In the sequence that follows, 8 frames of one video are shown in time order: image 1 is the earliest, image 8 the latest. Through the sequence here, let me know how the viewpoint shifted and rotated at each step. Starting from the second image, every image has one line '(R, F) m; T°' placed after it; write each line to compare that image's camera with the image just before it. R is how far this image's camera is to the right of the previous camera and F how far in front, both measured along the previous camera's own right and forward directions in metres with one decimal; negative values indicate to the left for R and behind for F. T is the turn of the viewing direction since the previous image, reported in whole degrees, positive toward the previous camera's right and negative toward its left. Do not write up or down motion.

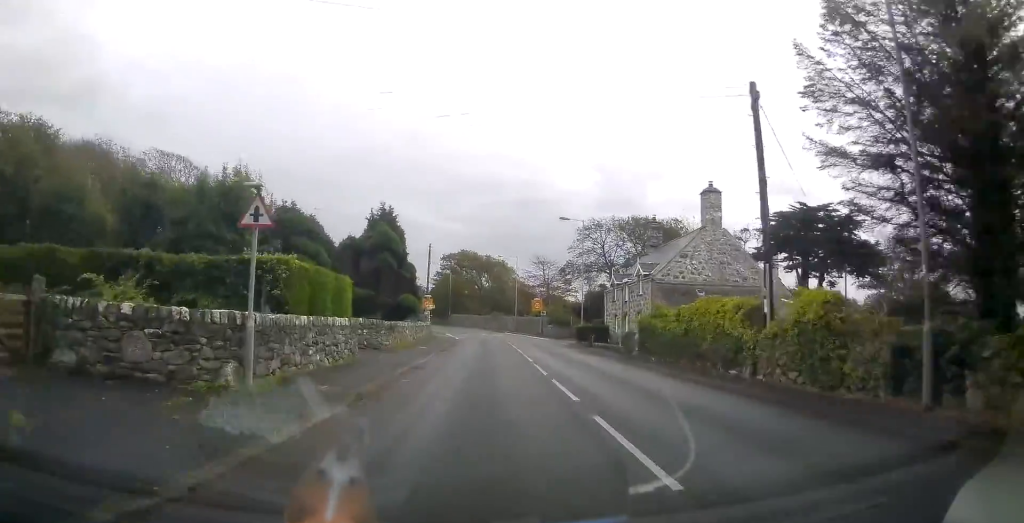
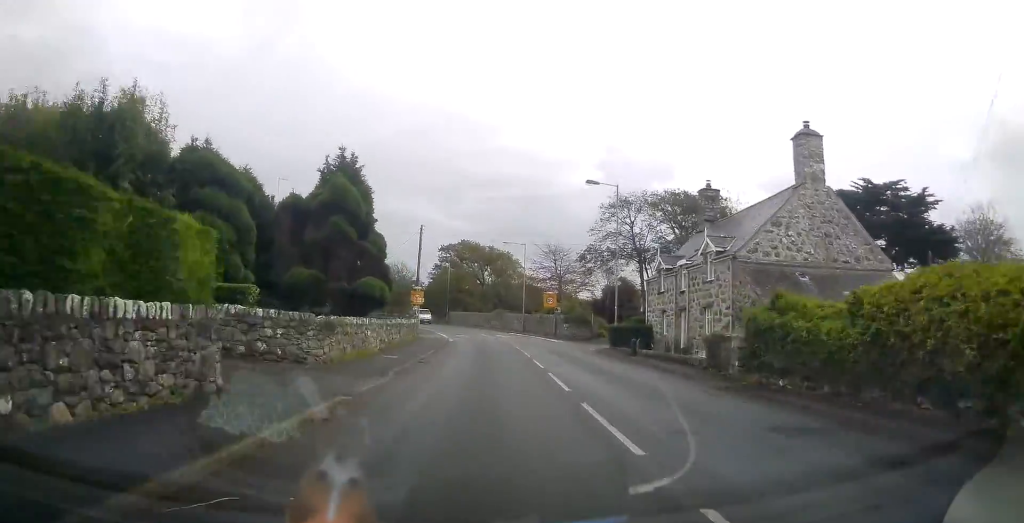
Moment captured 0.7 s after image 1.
(0.0, +10.6) m; 0°
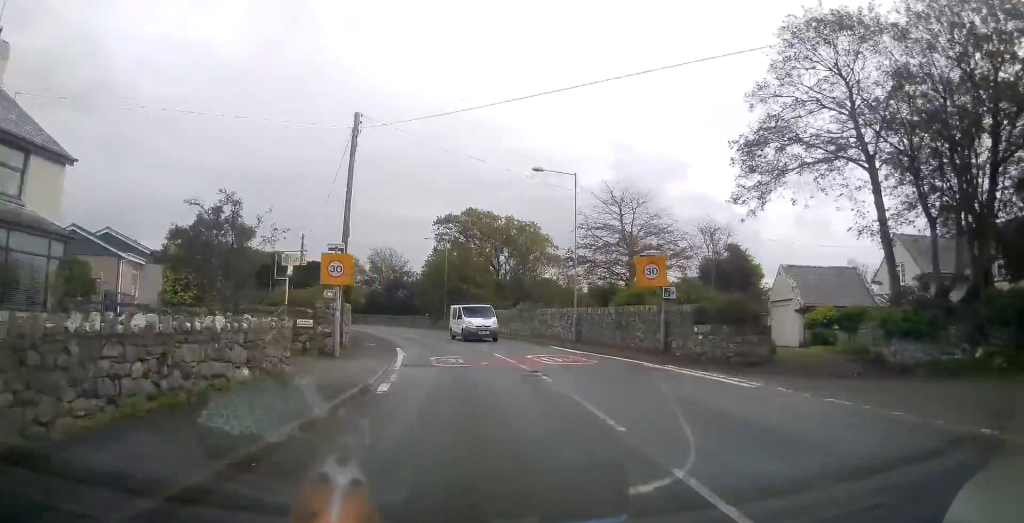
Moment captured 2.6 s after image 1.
(-0.2, +29.8) m; -1°
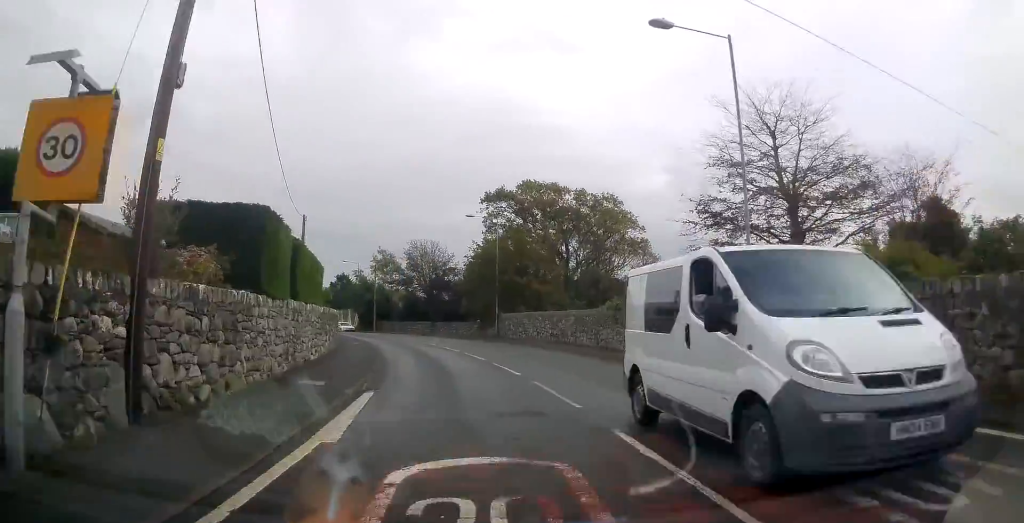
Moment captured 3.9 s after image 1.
(-0.2, +16.5) m; -4°
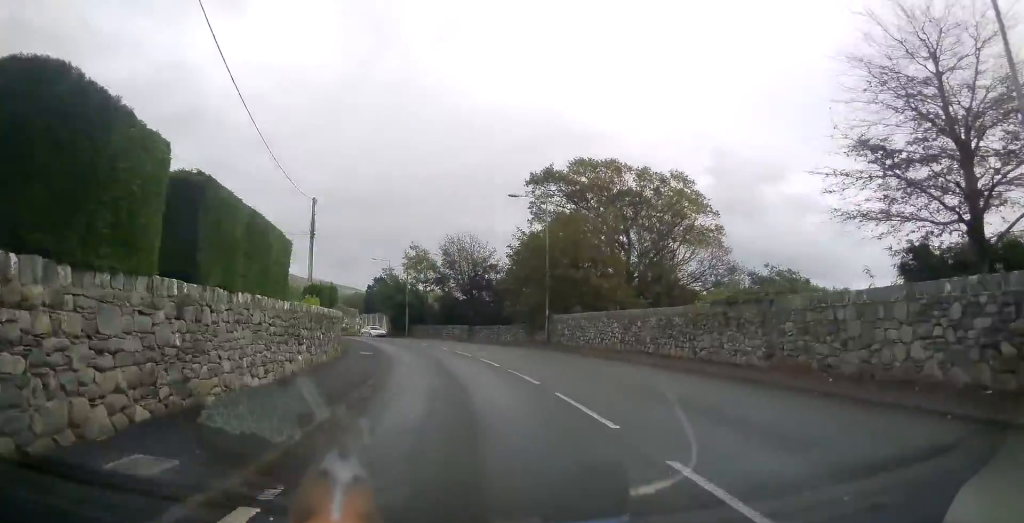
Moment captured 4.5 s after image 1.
(-0.2, +7.9) m; -3°
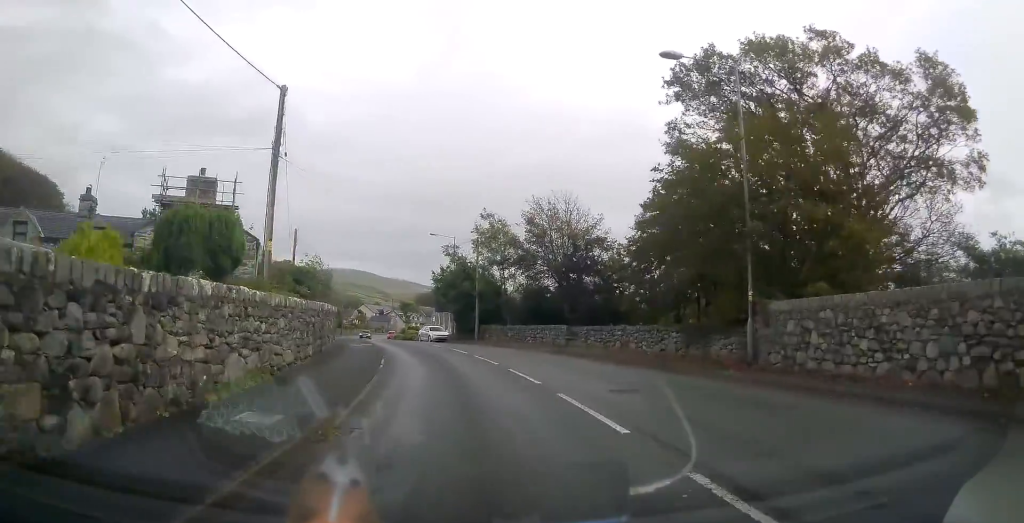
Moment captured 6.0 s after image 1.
(-1.4, +18.2) m; -8°
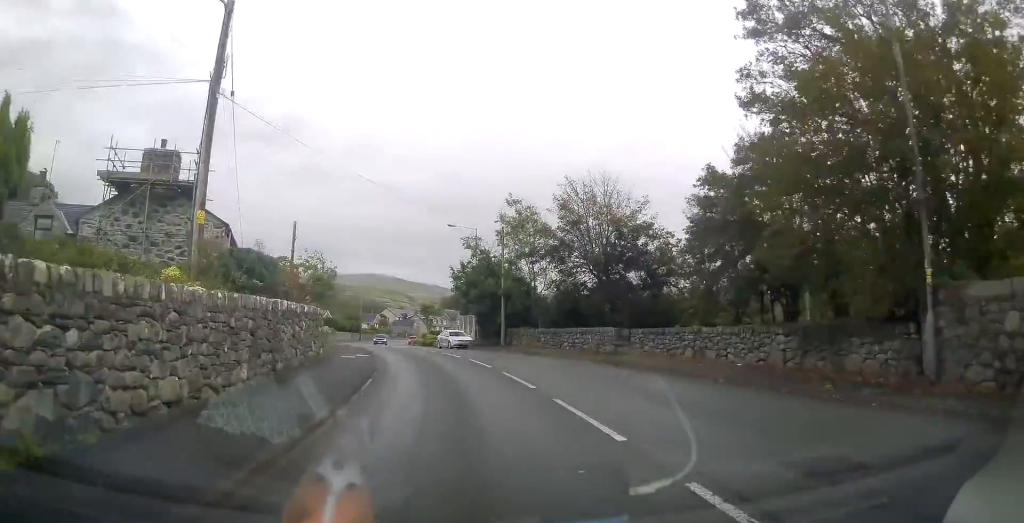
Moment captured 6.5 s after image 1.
(-0.1, +6.4) m; -3°
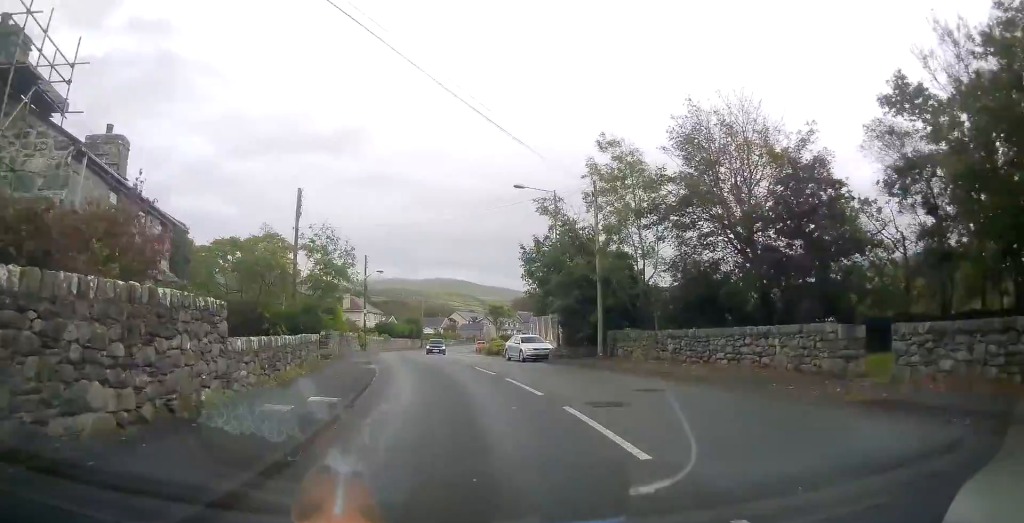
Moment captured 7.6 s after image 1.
(-0.6, +12.7) m; -7°
